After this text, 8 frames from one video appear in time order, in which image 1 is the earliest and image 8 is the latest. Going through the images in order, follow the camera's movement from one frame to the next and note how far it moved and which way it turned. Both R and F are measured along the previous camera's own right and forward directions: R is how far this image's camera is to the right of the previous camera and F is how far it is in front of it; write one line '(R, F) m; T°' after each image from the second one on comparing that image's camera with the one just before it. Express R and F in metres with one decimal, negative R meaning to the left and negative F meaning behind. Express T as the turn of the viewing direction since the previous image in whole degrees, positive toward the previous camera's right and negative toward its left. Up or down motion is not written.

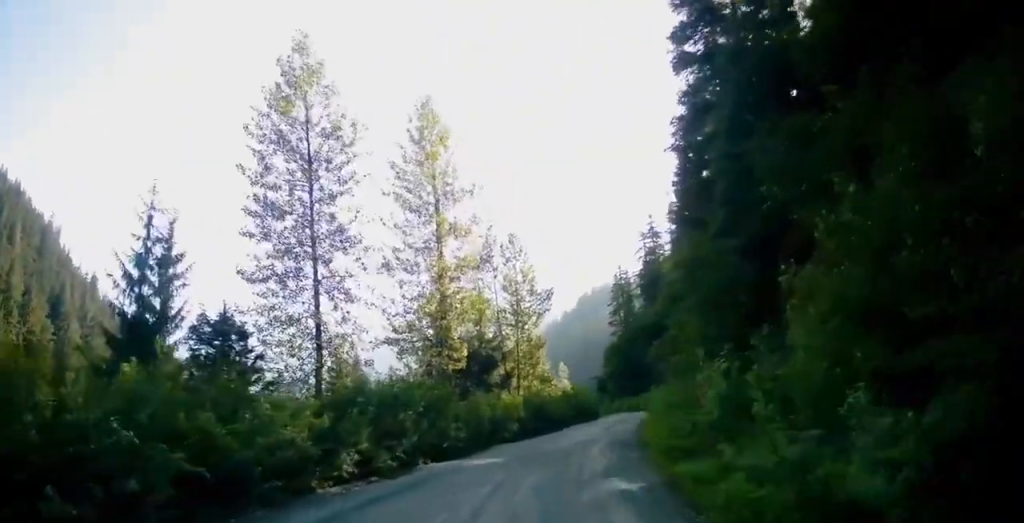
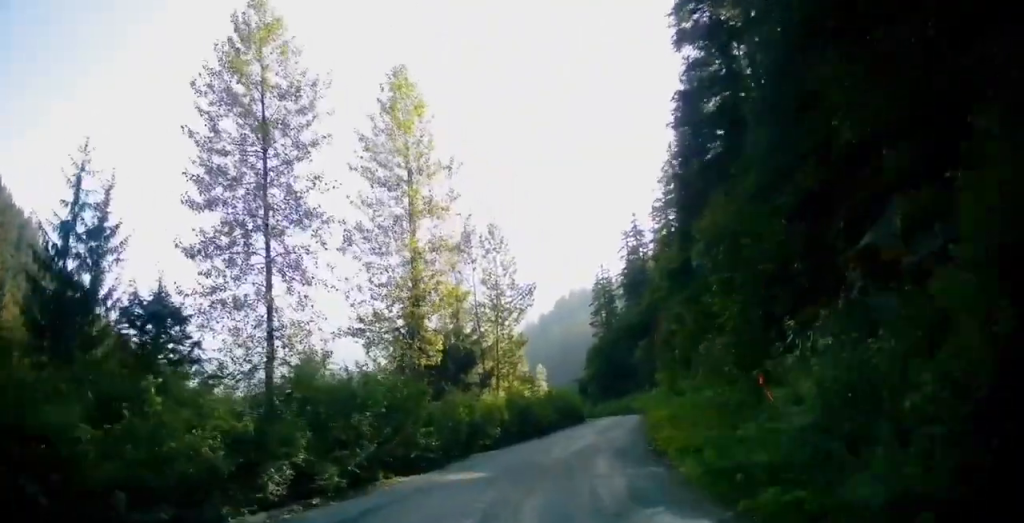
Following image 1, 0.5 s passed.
(0.0, +4.1) m; +2°
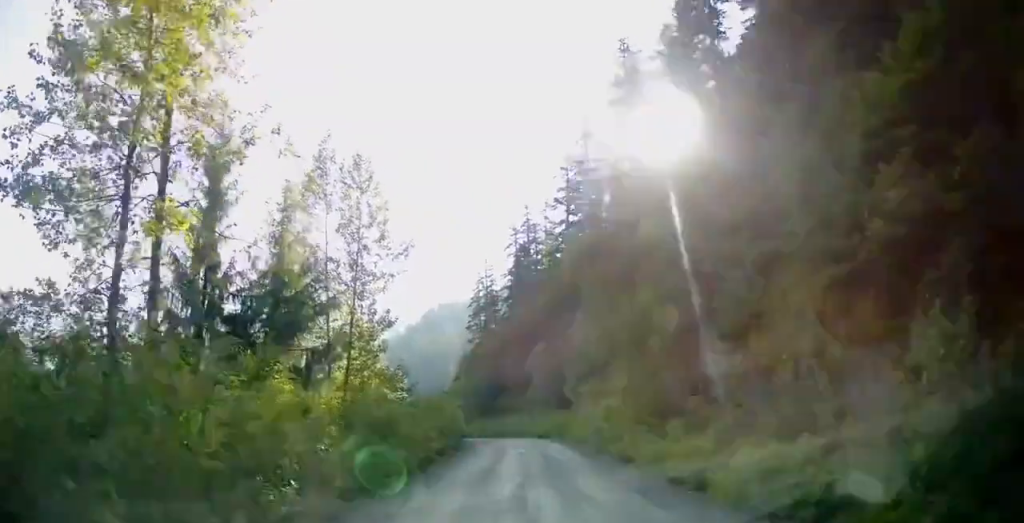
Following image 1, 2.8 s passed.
(+2.6, +17.7) m; +18°
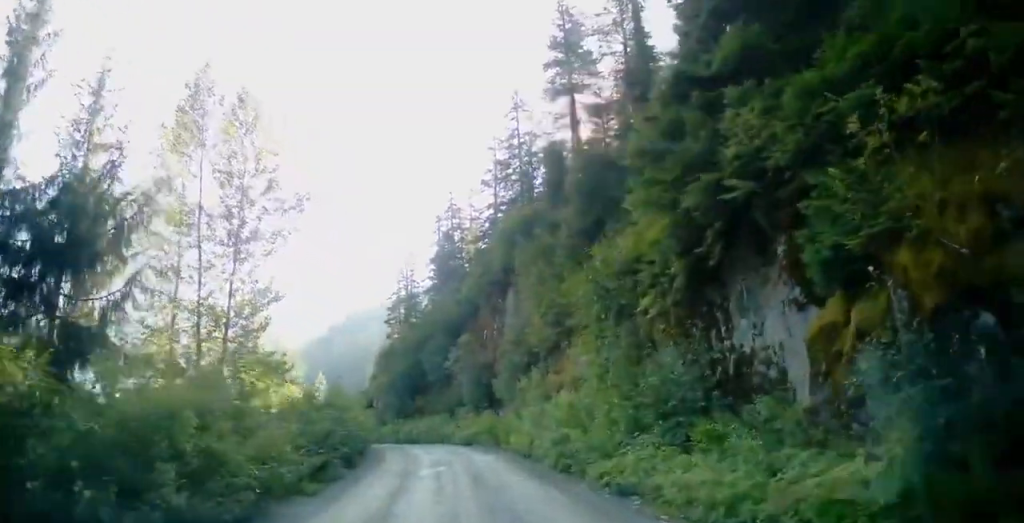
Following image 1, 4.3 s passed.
(+0.5, +9.4) m; +3°
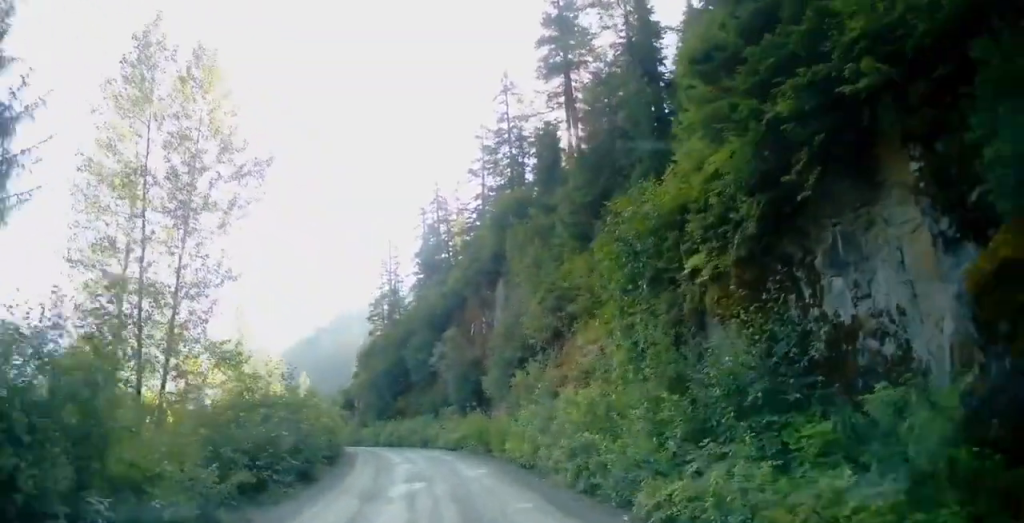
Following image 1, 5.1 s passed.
(0.0, +4.8) m; 0°
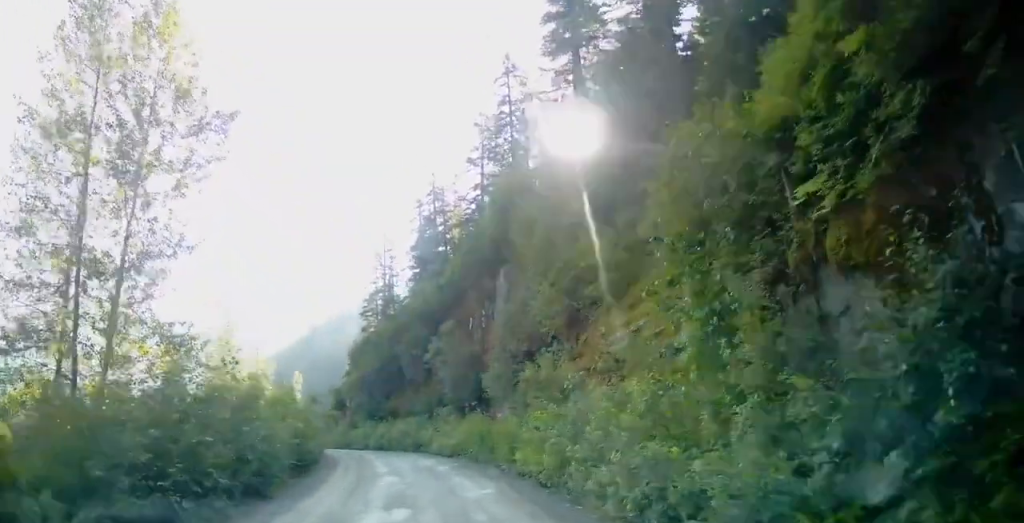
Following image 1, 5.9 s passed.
(0.0, +4.7) m; 0°
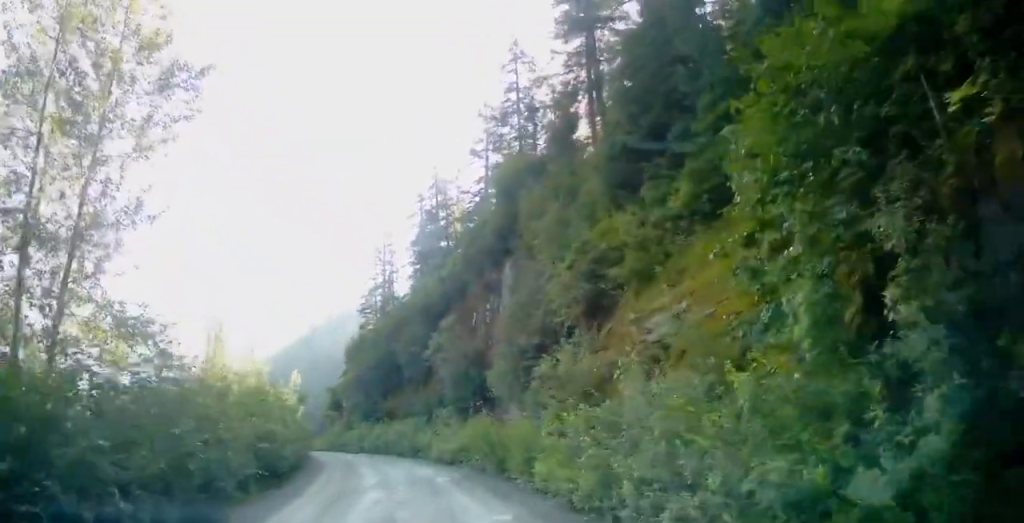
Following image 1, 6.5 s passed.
(0.0, +3.5) m; 0°
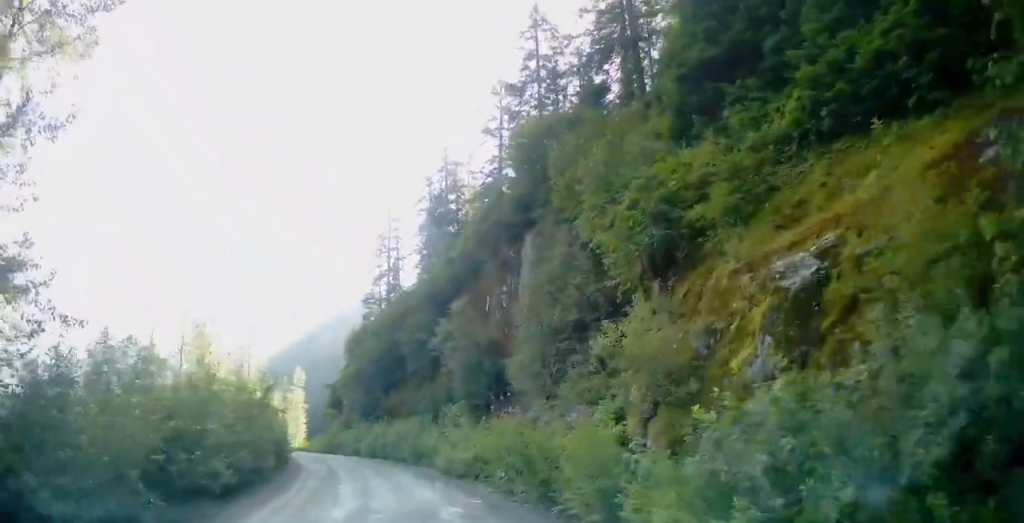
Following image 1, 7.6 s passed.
(0.0, +6.4) m; -2°
